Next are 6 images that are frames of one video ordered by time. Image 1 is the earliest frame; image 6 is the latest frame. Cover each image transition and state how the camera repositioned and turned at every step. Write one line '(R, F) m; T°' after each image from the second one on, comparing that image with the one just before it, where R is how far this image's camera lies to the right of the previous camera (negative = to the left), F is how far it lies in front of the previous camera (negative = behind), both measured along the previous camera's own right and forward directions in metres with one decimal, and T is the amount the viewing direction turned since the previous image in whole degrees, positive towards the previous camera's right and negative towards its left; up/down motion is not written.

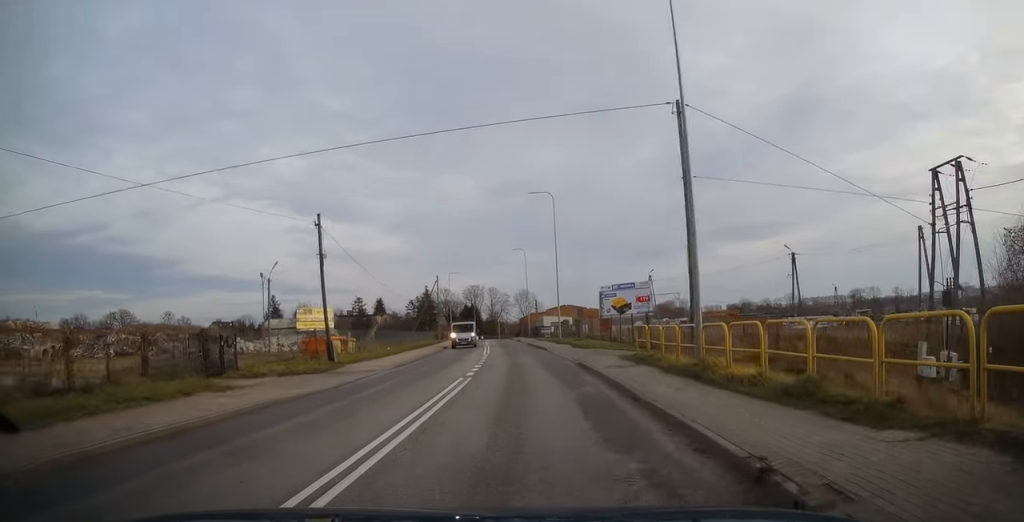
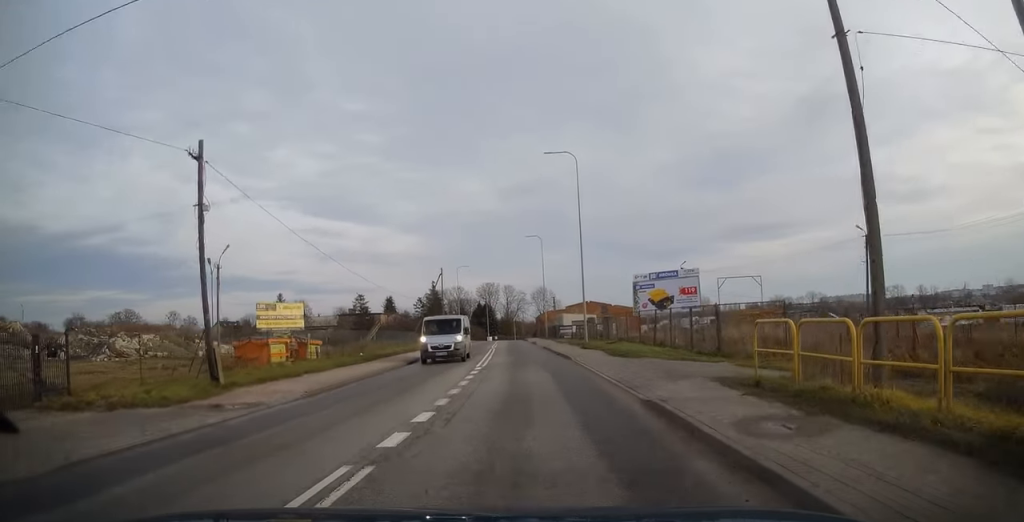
(0.0, +11.1) m; -1°
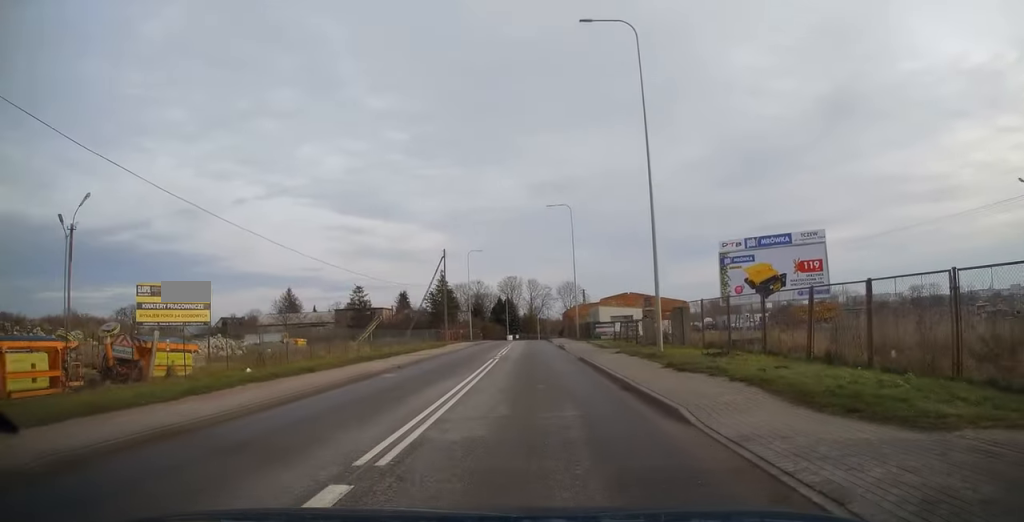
(-0.5, +16.7) m; -3°
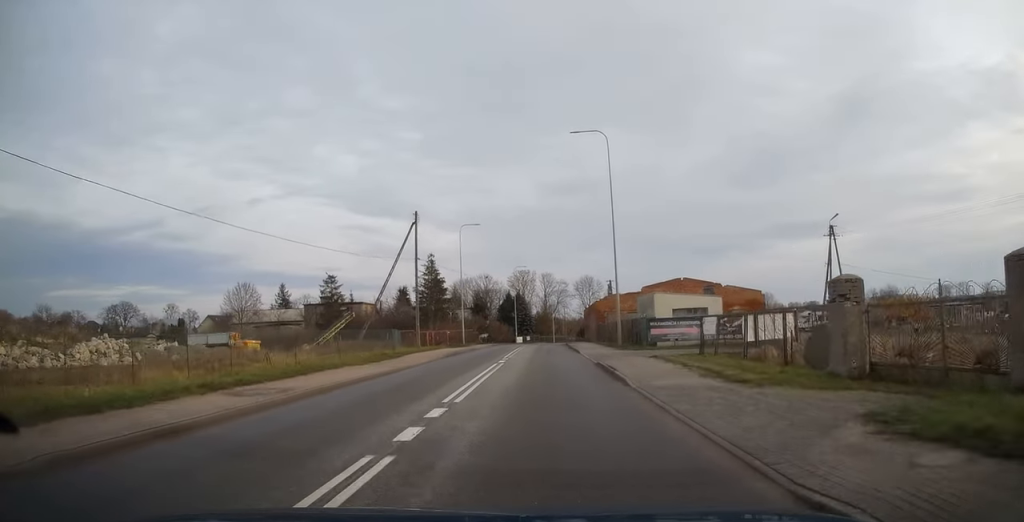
(-0.8, +20.6) m; -3°
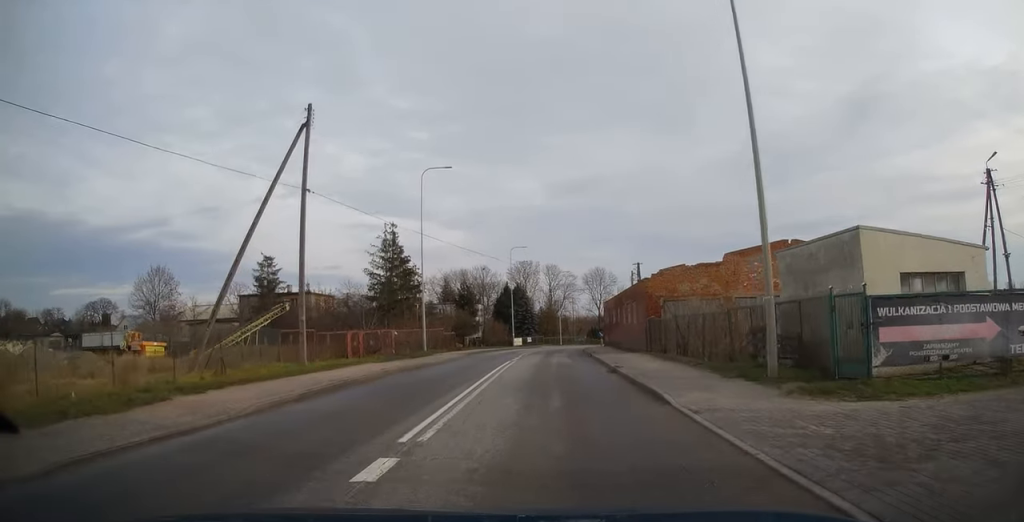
(-0.4, +21.6) m; -1°
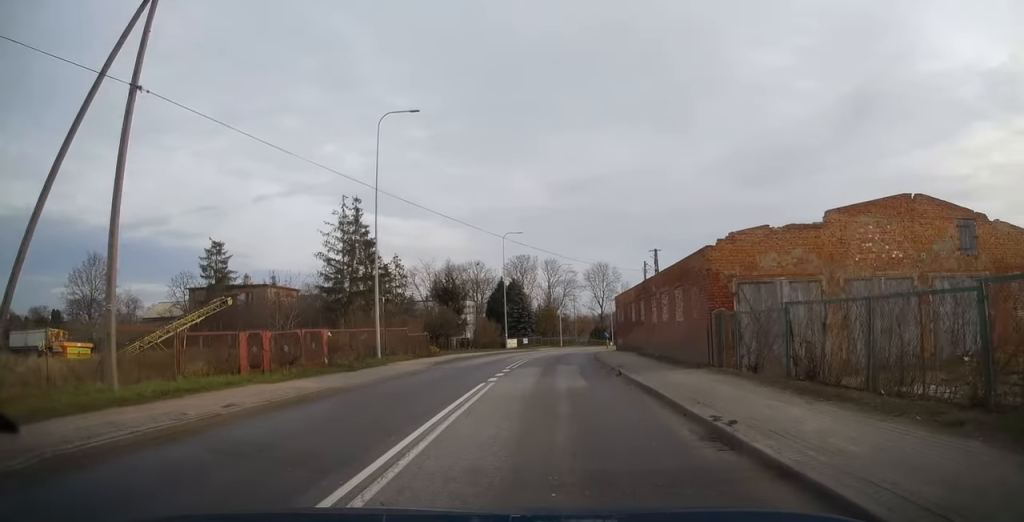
(0.0, +10.7) m; 0°
